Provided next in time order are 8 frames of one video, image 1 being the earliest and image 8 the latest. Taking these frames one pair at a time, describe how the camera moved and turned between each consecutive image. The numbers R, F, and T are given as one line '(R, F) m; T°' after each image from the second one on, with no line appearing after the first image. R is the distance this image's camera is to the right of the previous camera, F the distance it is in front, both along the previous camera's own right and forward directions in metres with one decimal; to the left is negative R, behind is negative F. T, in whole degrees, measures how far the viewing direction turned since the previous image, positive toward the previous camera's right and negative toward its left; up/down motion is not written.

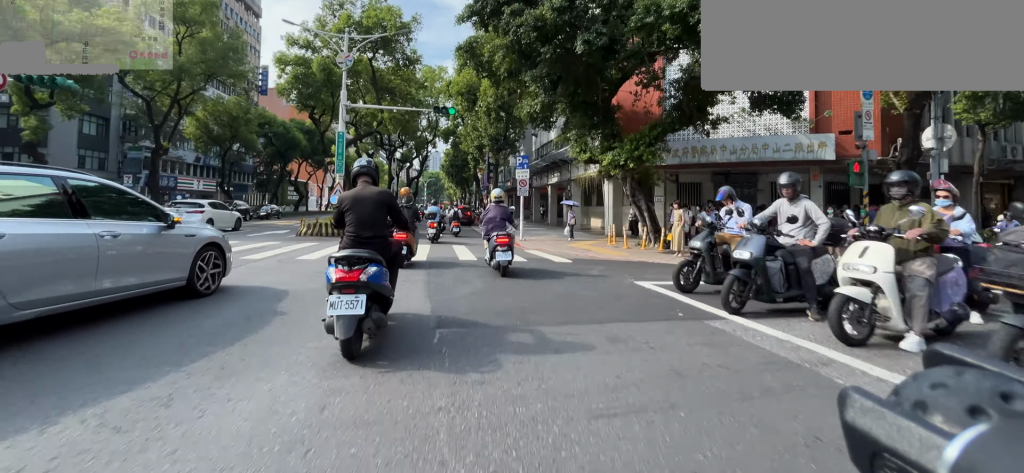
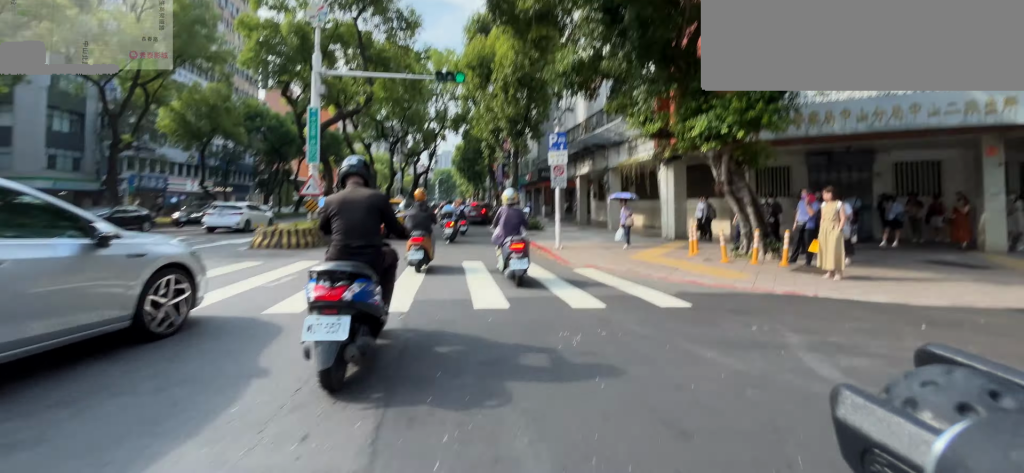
(0.0, +4.3) m; 0°
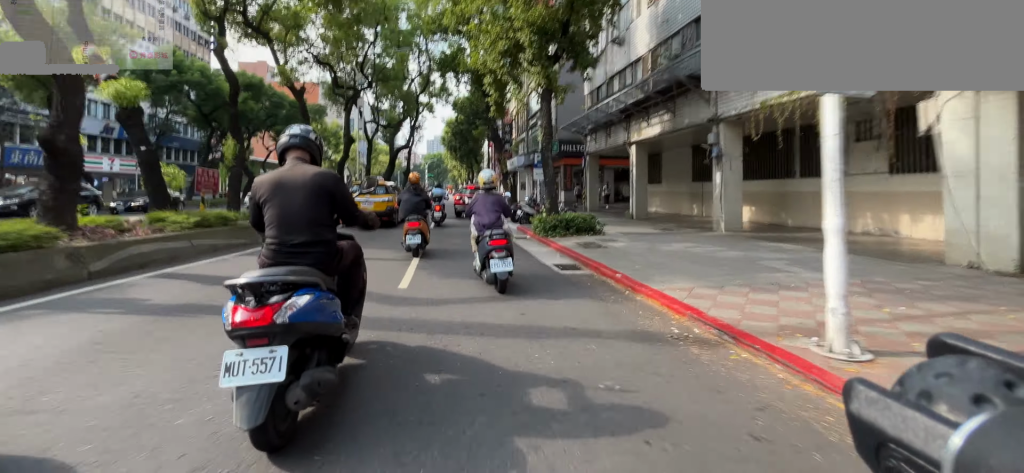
(0.0, +8.7) m; 0°
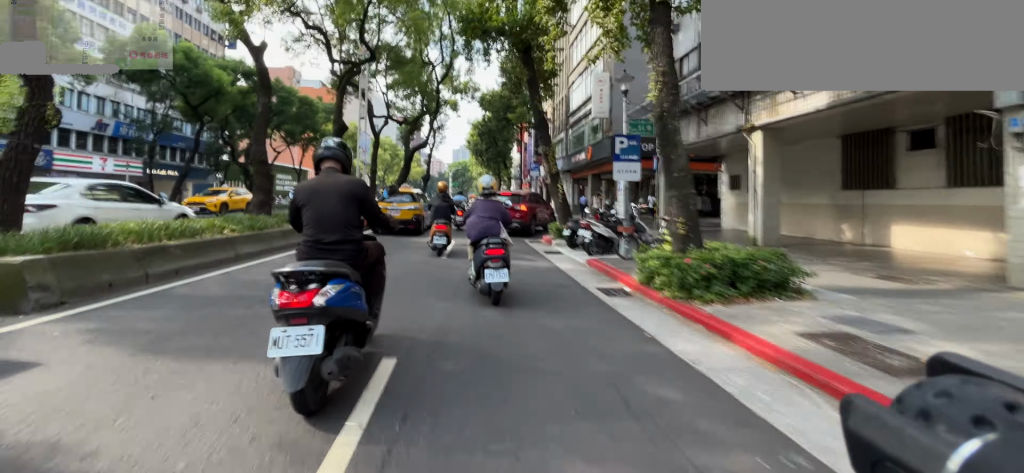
(0.0, +5.1) m; 0°
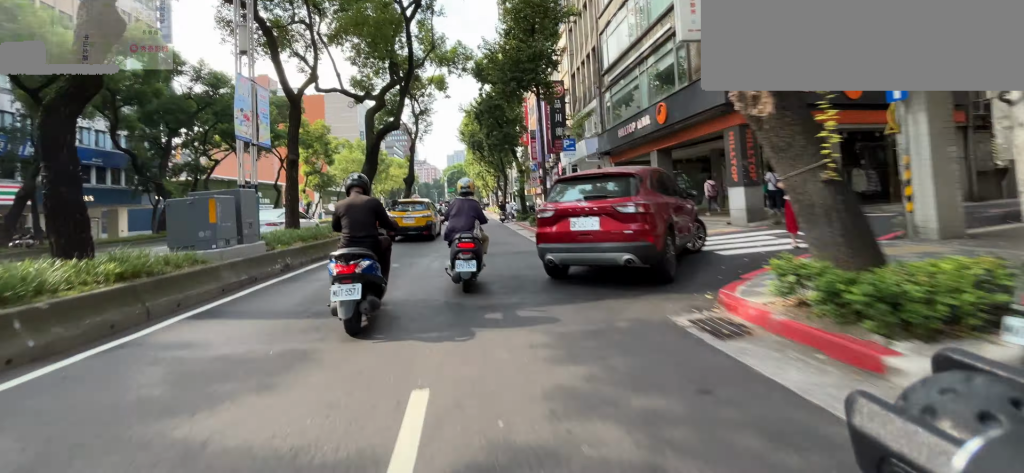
(0.0, +8.7) m; 0°
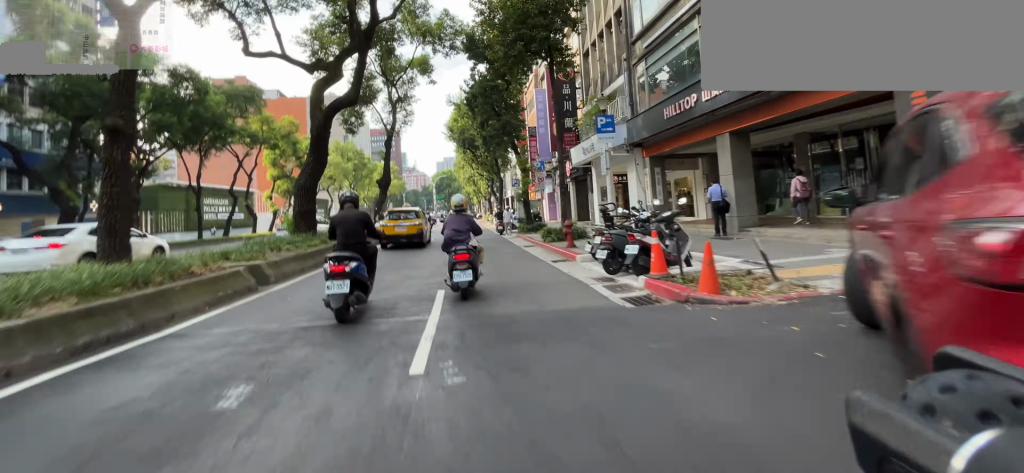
(0.0, +5.1) m; 0°
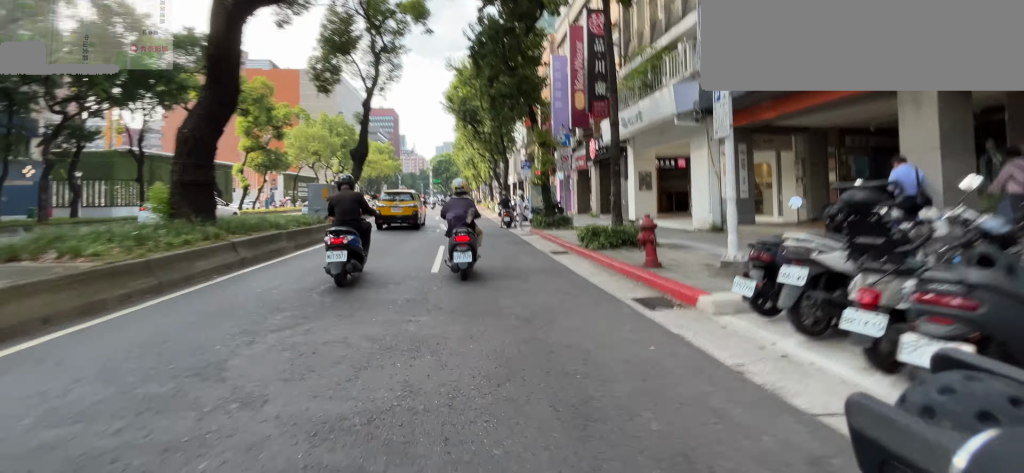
(0.0, +5.0) m; 0°
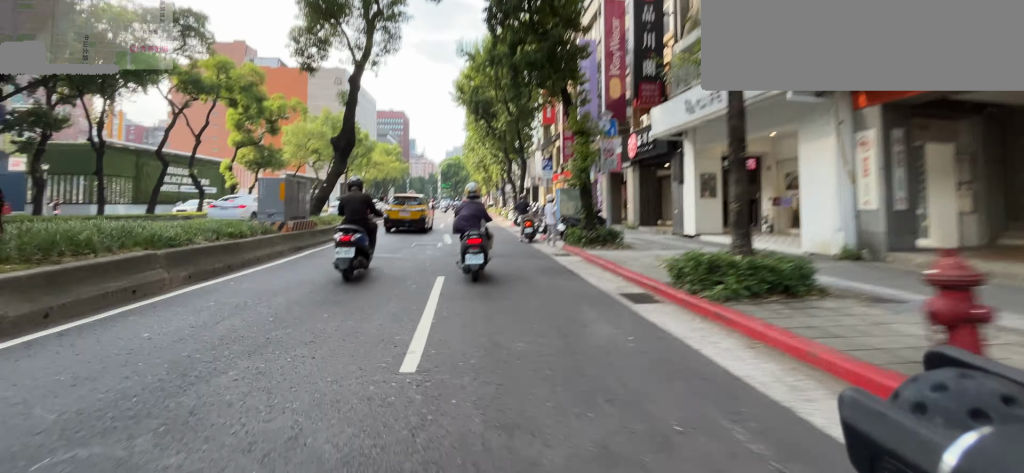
(0.0, +4.1) m; 0°
